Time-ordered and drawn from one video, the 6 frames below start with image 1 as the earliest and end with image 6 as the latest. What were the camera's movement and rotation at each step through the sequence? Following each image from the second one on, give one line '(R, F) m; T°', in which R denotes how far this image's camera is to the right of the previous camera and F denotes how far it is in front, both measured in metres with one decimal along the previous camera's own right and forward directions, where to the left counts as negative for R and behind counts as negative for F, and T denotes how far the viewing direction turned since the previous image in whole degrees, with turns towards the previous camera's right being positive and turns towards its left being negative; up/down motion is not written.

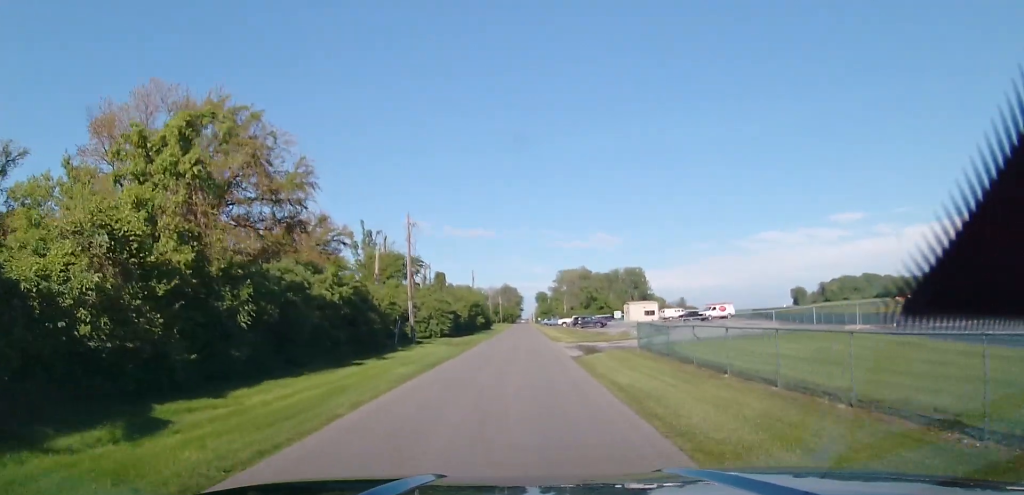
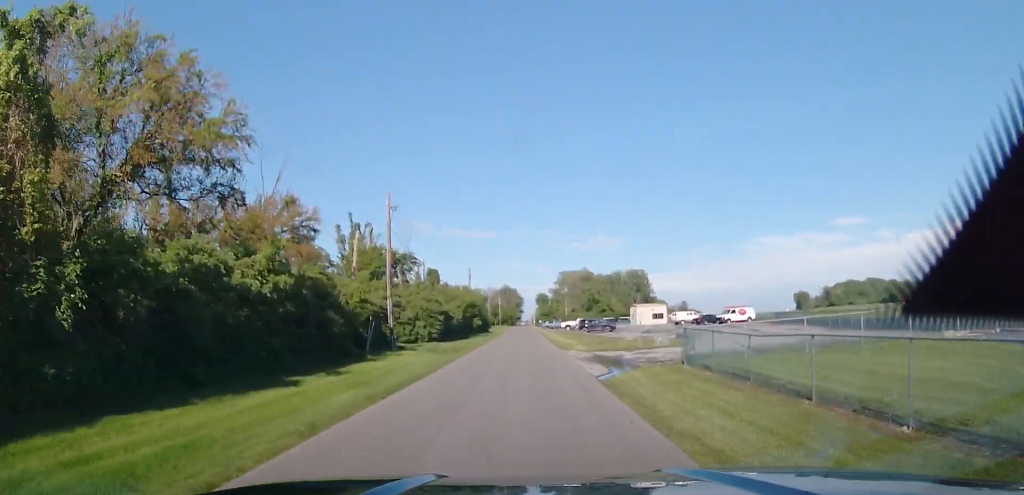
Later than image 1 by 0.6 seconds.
(0.0, +7.4) m; 0°
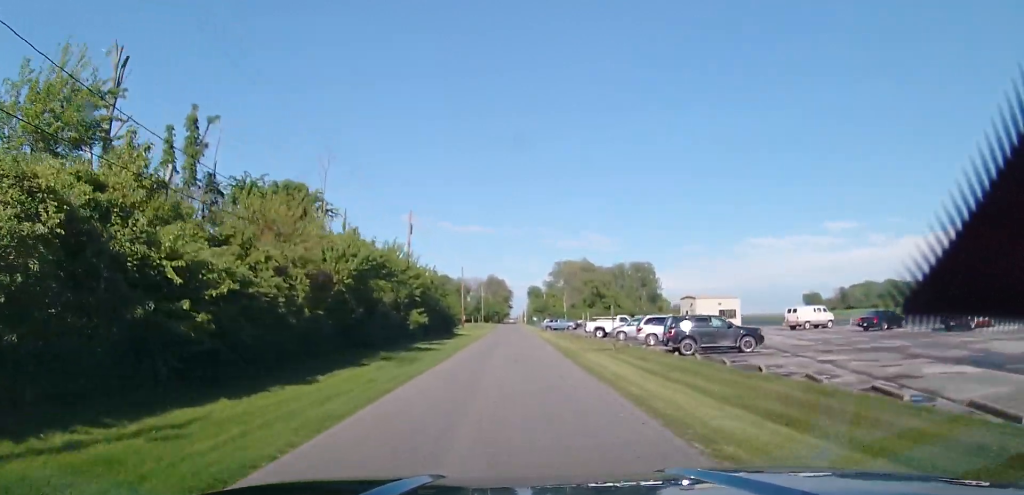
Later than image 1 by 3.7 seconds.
(+0.5, +44.3) m; +1°
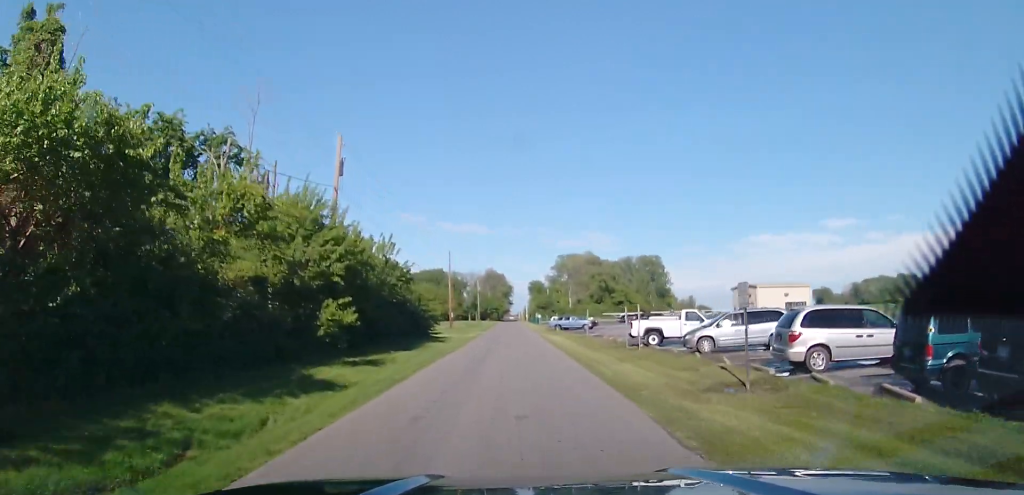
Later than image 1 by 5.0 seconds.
(0.0, +19.1) m; 0°
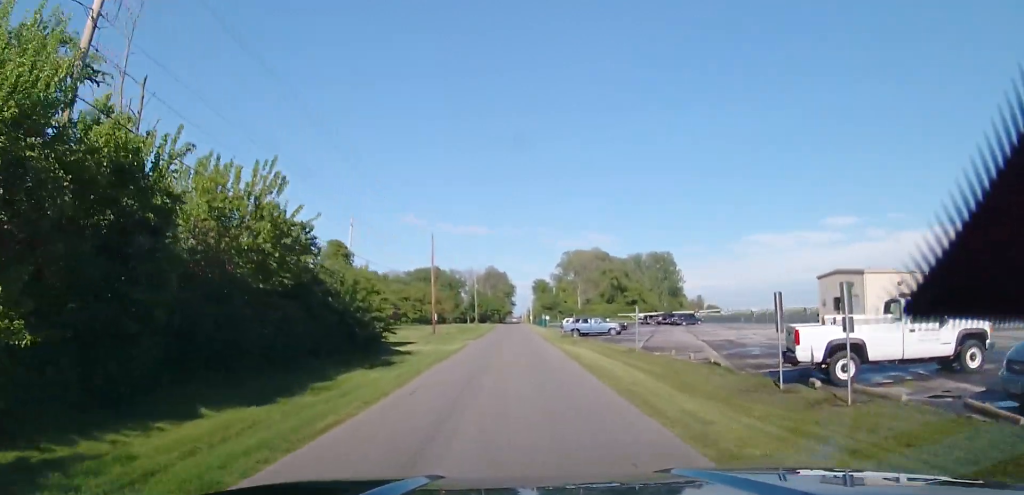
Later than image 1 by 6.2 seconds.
(0.0, +18.2) m; -2°
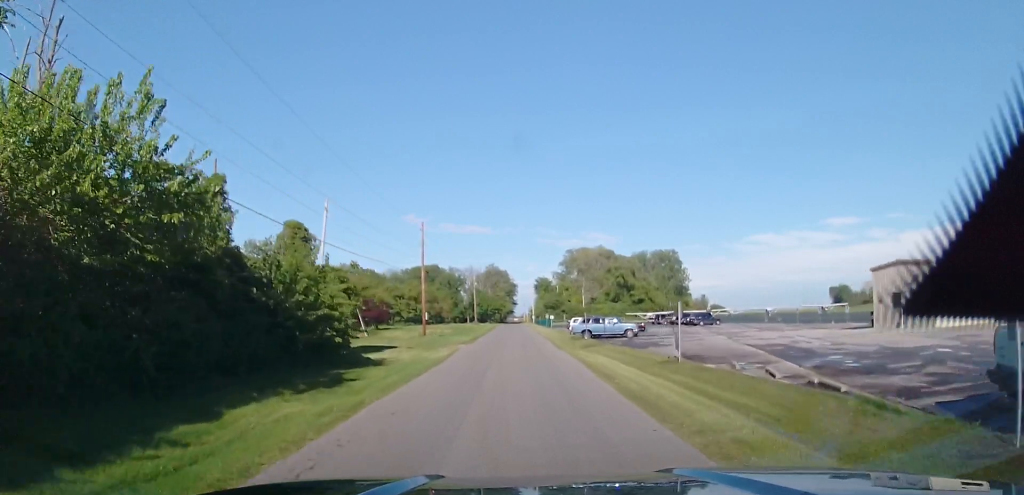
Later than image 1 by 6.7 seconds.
(-0.2, +7.5) m; 0°
